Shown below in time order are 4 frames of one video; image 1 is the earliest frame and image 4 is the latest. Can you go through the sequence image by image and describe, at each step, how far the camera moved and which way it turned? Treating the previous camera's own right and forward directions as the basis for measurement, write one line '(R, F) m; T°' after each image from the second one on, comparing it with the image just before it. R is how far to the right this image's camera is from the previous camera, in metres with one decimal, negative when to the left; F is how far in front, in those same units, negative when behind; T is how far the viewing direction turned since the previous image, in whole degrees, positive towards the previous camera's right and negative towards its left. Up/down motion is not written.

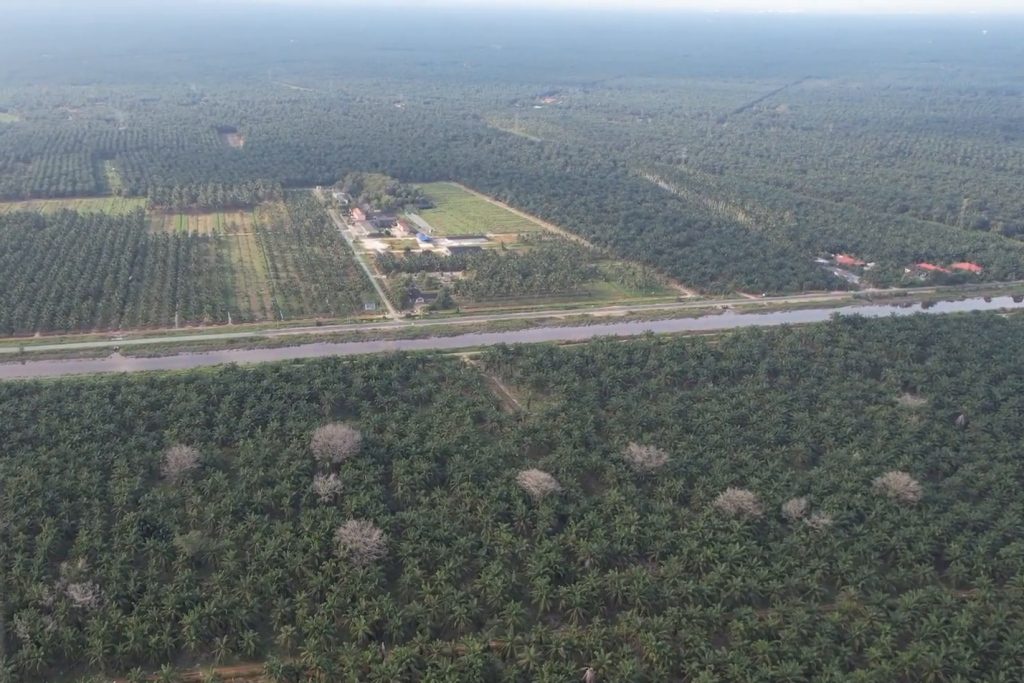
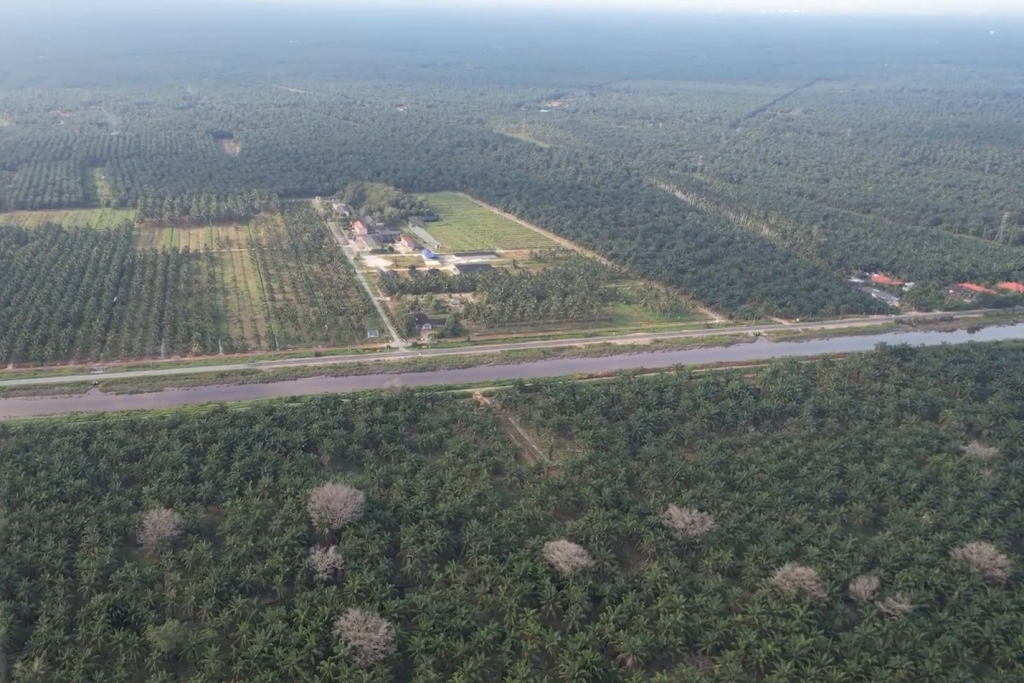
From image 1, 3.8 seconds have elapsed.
(0.0, +54.6) m; 0°
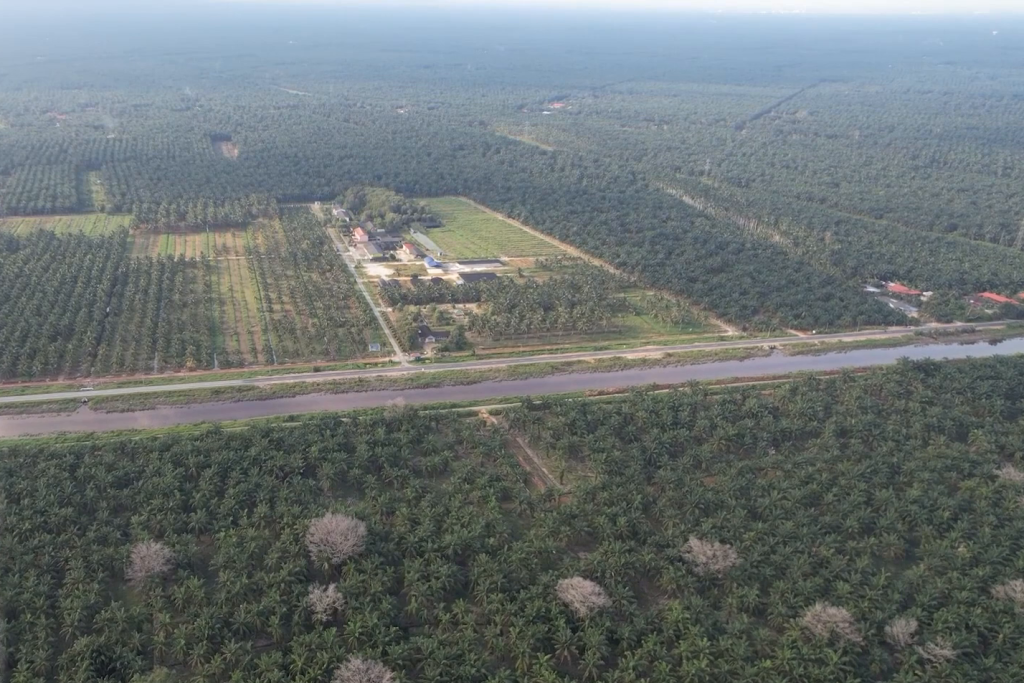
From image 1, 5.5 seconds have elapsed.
(0.0, +23.3) m; 0°
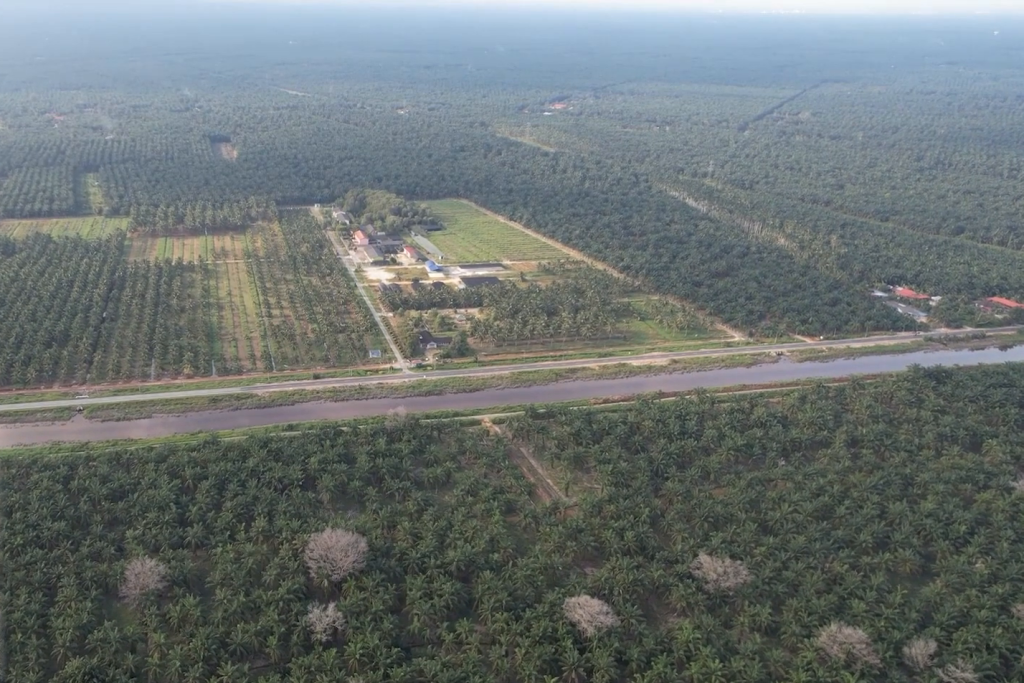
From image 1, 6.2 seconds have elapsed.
(0.0, +10.8) m; 0°
